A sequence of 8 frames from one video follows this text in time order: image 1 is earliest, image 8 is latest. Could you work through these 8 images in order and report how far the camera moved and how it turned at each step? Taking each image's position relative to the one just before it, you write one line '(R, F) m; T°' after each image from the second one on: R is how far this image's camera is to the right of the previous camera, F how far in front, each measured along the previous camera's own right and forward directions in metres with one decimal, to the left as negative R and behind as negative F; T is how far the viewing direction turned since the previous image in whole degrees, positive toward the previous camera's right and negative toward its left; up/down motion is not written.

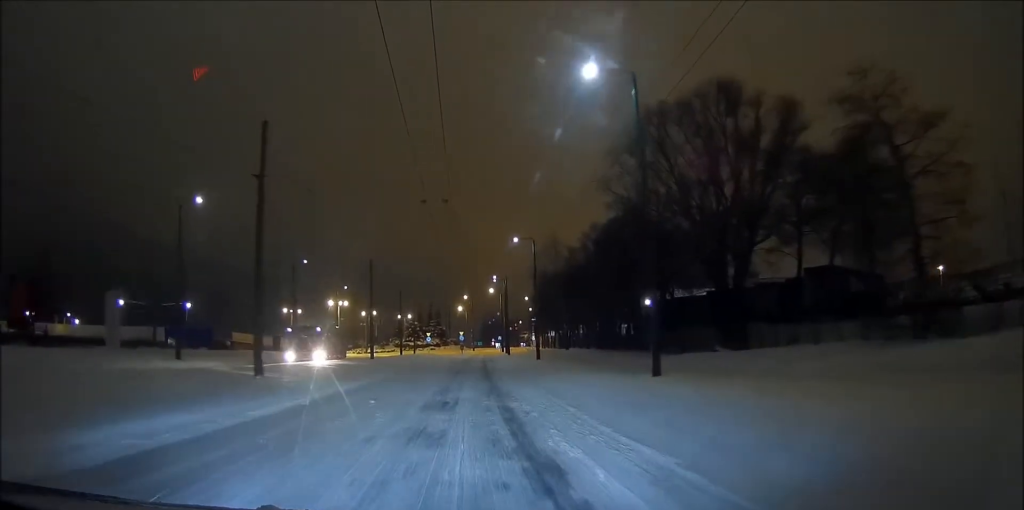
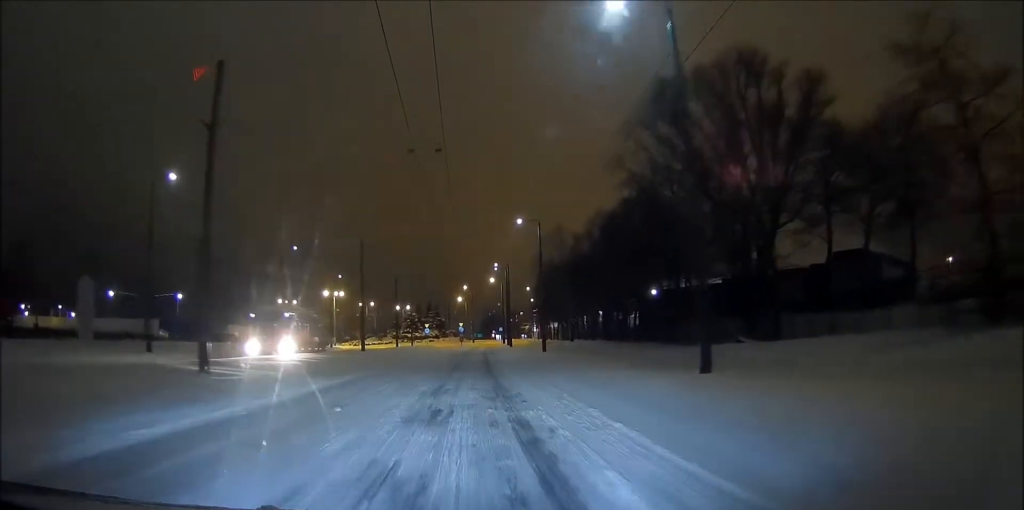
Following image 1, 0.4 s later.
(0.0, +4.1) m; 0°
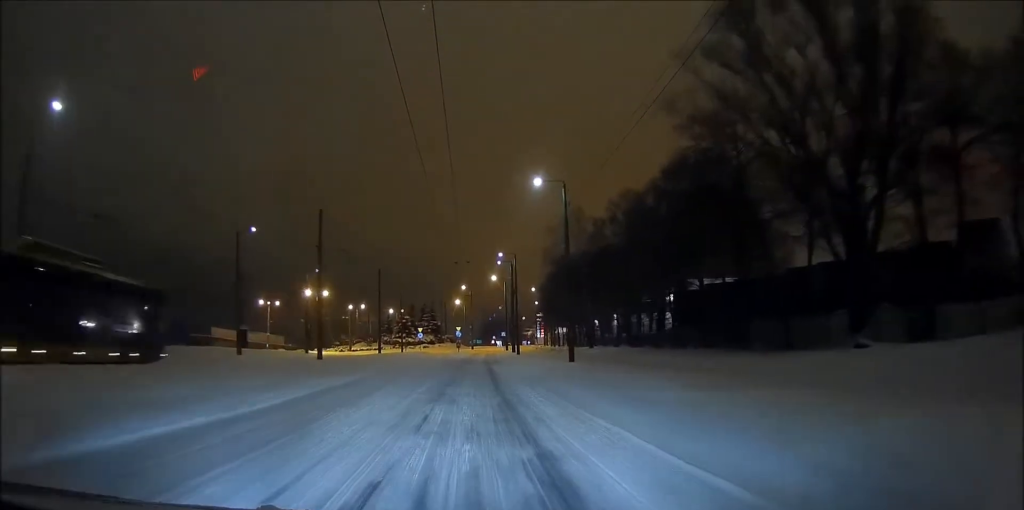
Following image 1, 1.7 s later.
(+0.2, +13.4) m; +1°
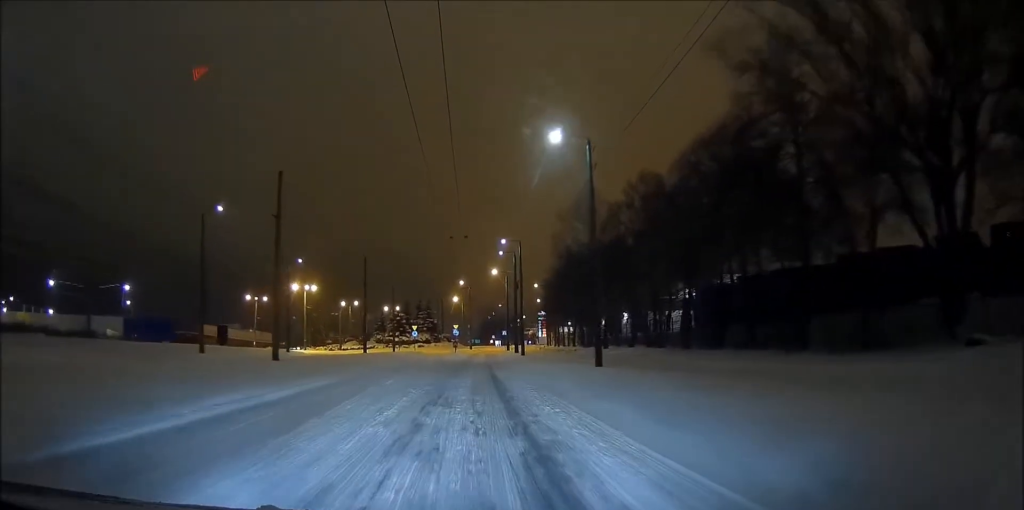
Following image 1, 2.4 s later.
(+0.1, +7.8) m; 0°
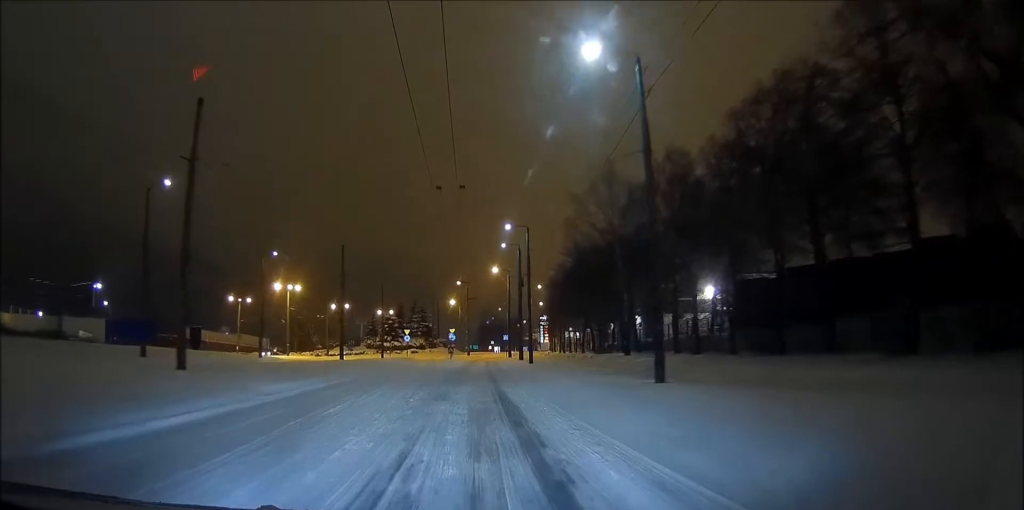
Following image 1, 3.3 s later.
(-0.1, +9.1) m; 0°
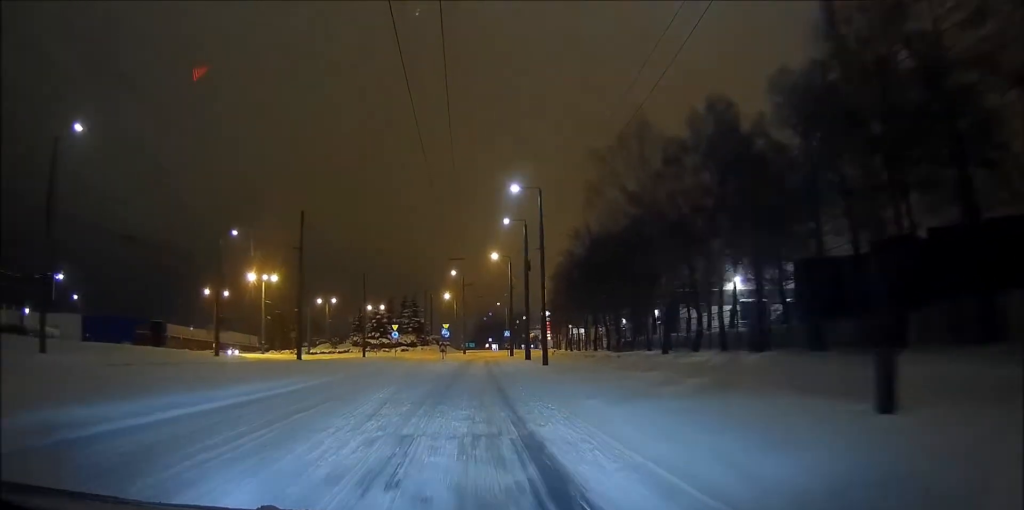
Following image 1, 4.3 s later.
(+0.1, +10.7) m; +1°
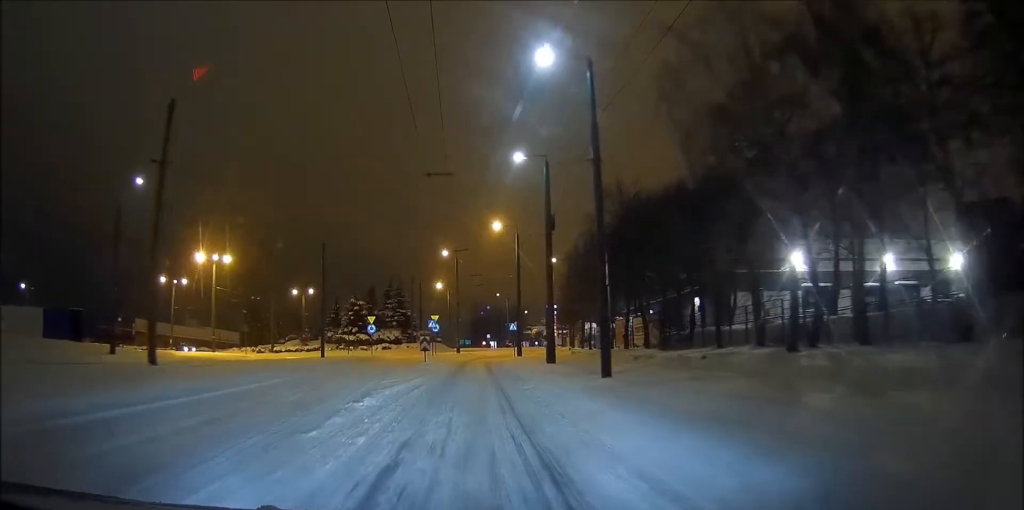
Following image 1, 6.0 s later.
(0.0, +16.7) m; 0°
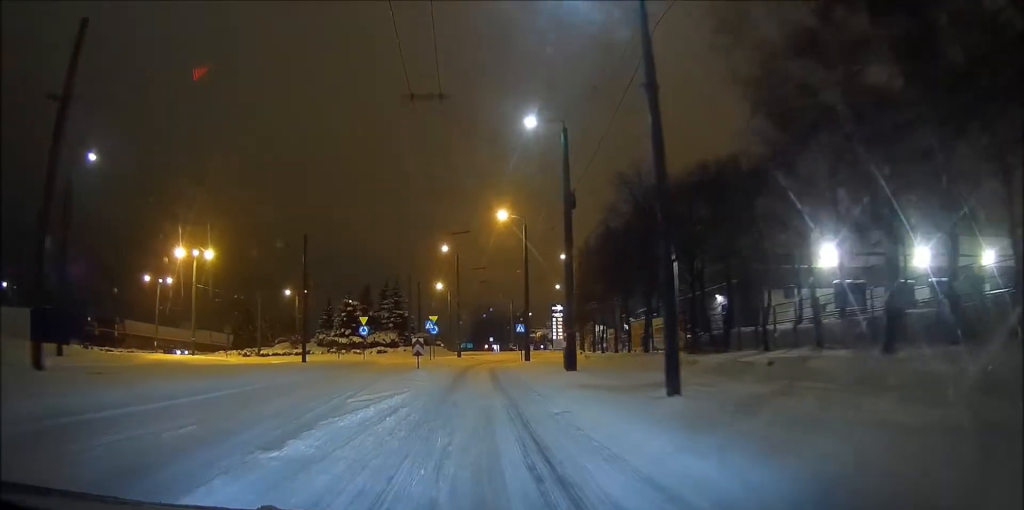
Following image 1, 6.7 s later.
(0.0, +6.2) m; 0°
